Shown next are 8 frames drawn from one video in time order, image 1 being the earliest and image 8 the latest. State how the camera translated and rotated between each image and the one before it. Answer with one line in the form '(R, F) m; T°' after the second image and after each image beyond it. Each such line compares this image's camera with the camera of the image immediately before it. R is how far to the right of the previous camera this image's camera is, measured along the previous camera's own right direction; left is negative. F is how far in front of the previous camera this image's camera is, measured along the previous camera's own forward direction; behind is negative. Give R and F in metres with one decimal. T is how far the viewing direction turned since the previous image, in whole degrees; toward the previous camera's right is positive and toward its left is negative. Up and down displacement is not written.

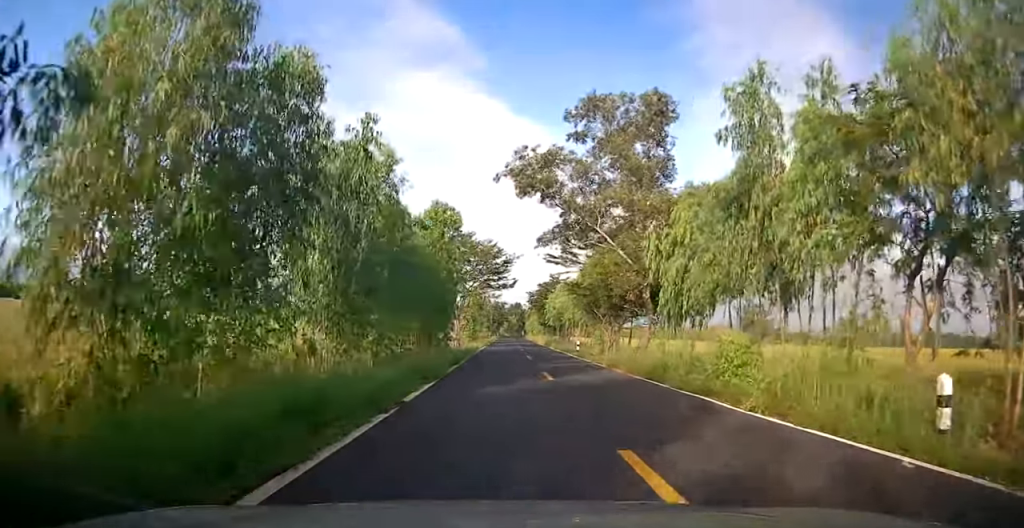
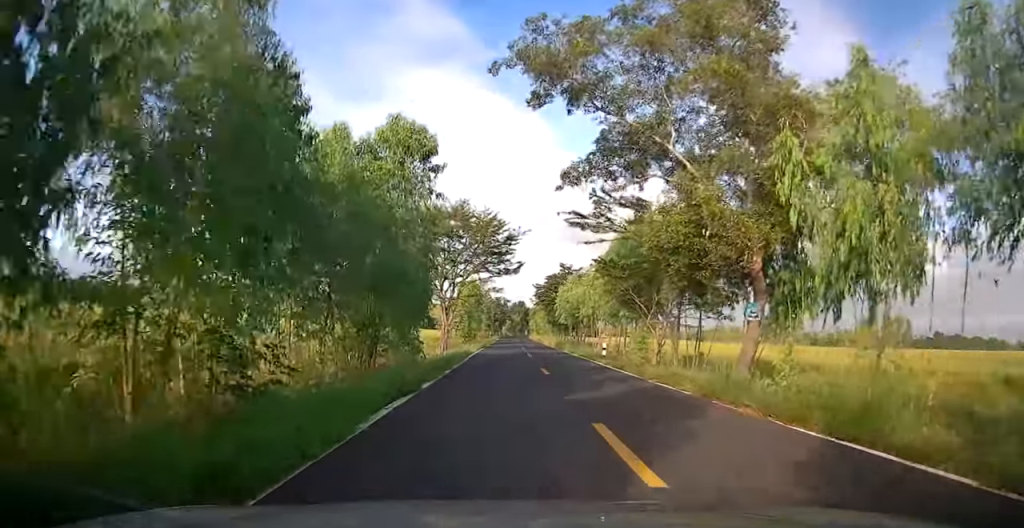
(0.0, +10.4) m; 0°
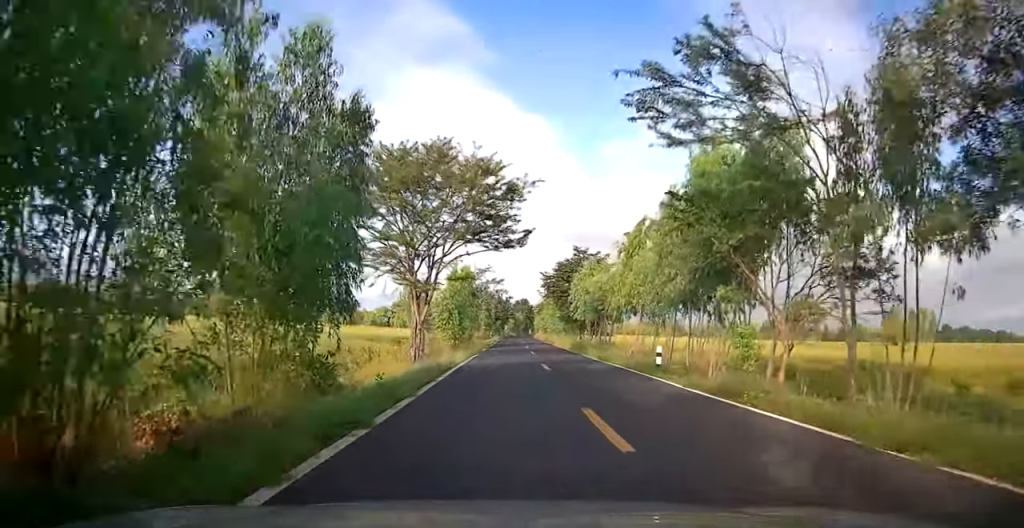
(0.0, +10.9) m; +1°
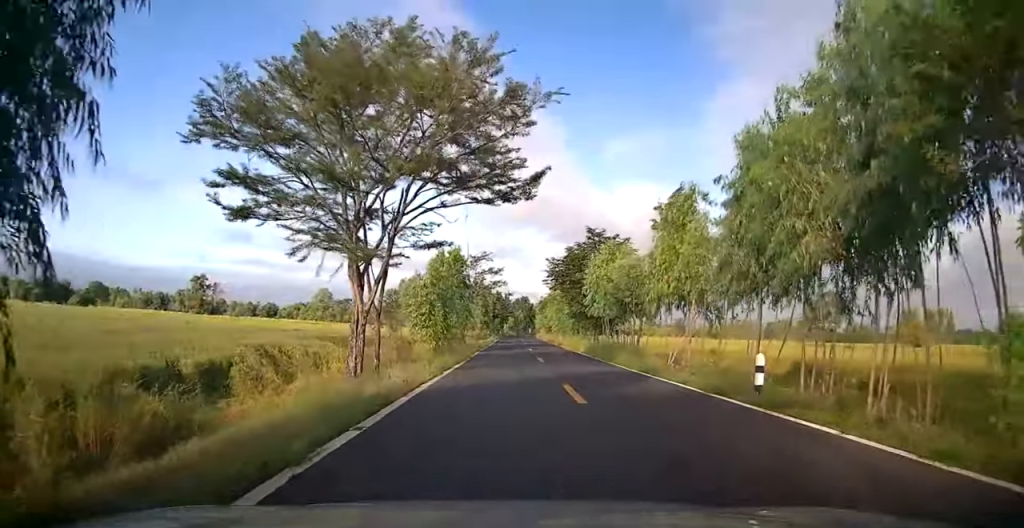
(+0.1, +8.4) m; 0°
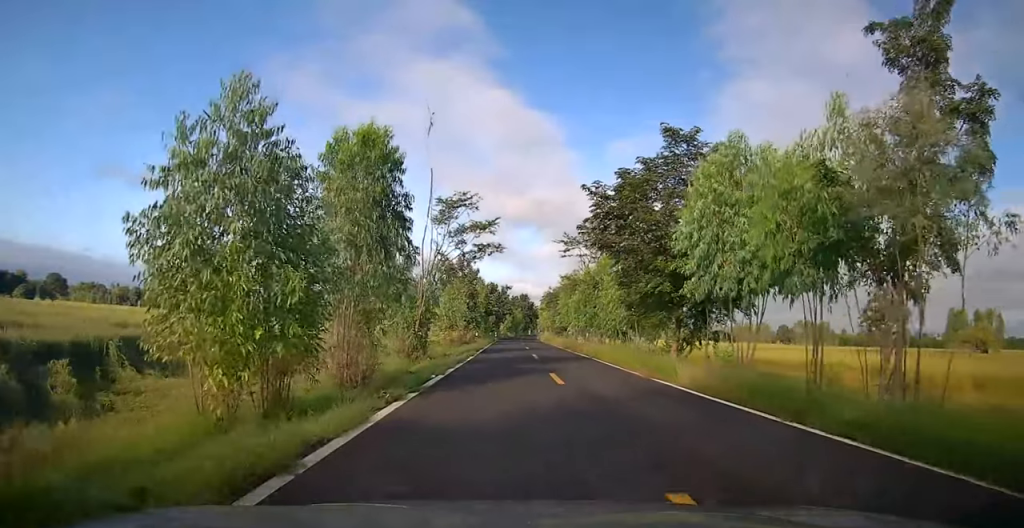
(-0.1, +21.0) m; -1°
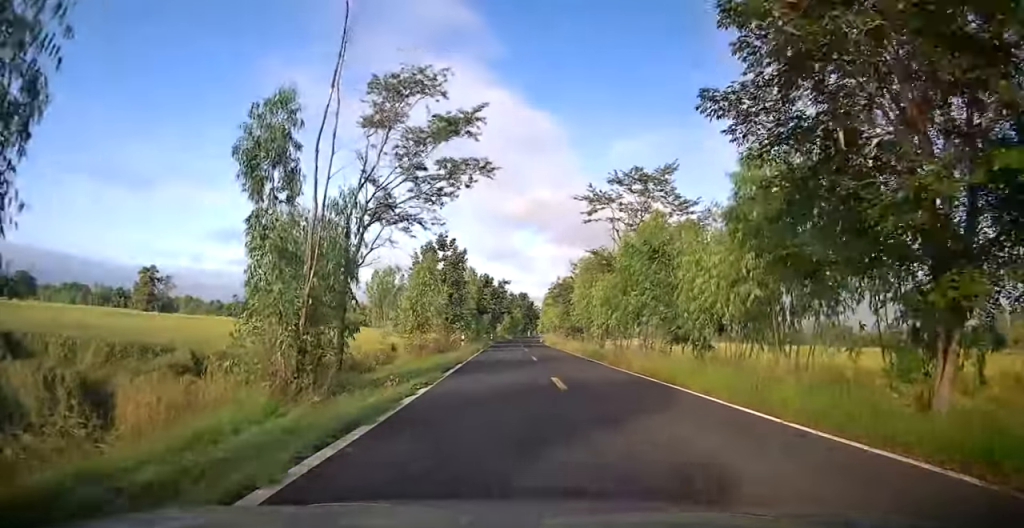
(-0.1, +13.5) m; 0°
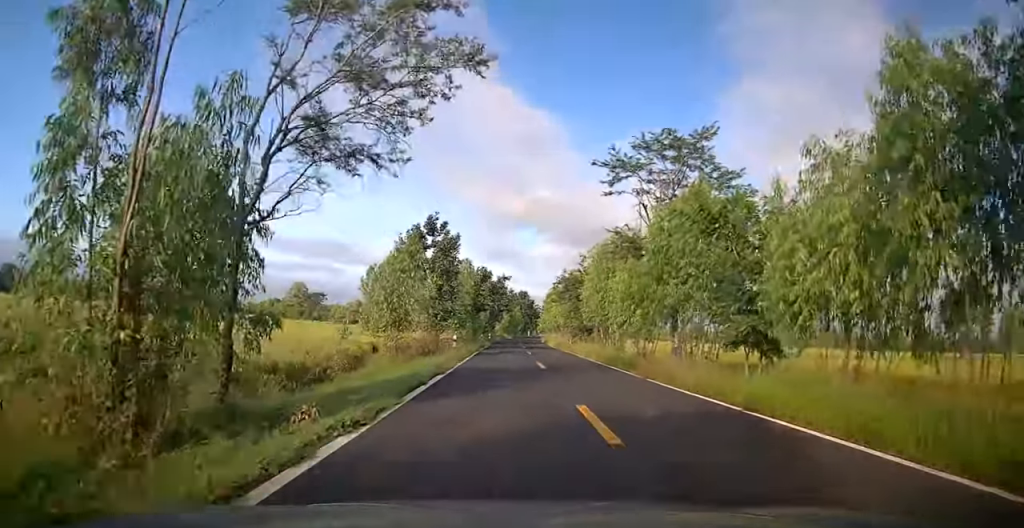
(-0.1, +5.6) m; 0°
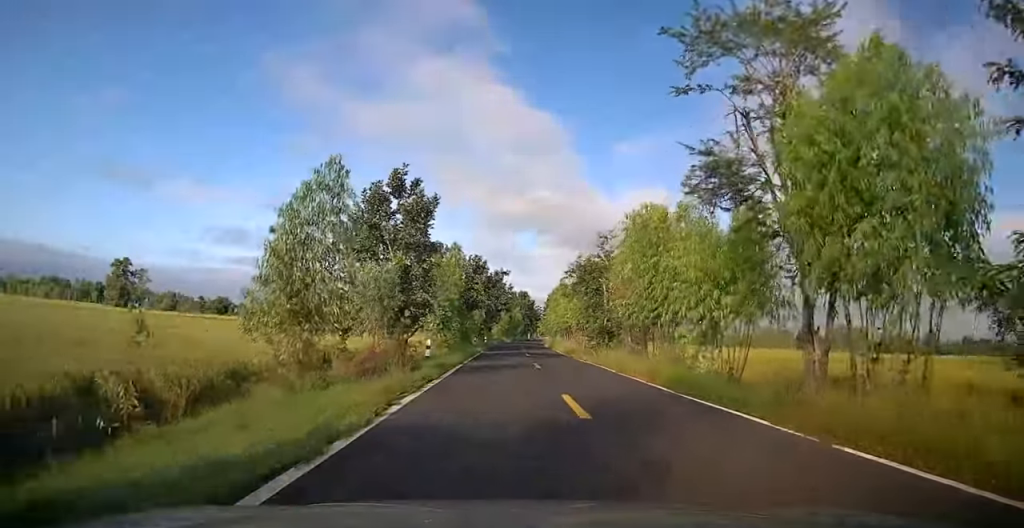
(+0.1, +10.1) m; +1°
